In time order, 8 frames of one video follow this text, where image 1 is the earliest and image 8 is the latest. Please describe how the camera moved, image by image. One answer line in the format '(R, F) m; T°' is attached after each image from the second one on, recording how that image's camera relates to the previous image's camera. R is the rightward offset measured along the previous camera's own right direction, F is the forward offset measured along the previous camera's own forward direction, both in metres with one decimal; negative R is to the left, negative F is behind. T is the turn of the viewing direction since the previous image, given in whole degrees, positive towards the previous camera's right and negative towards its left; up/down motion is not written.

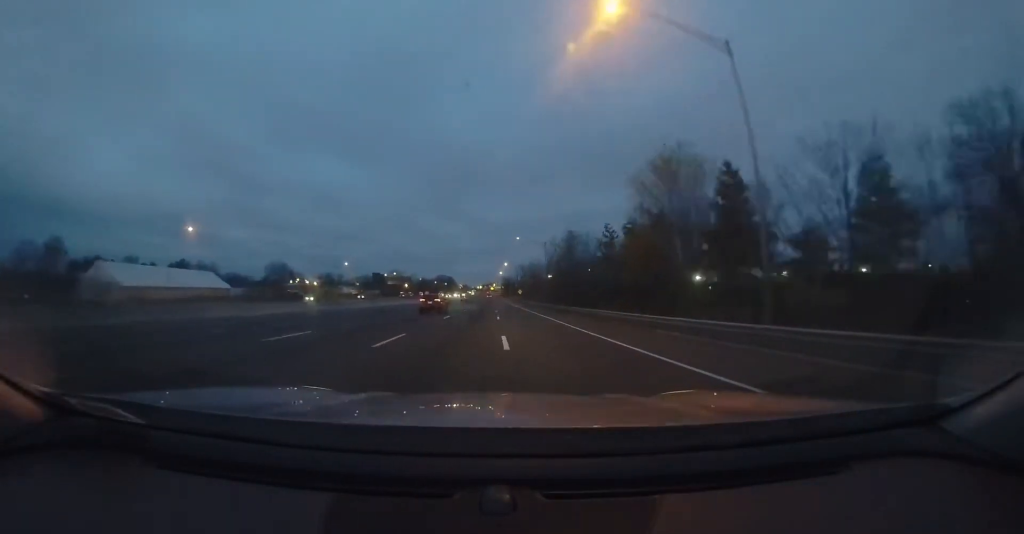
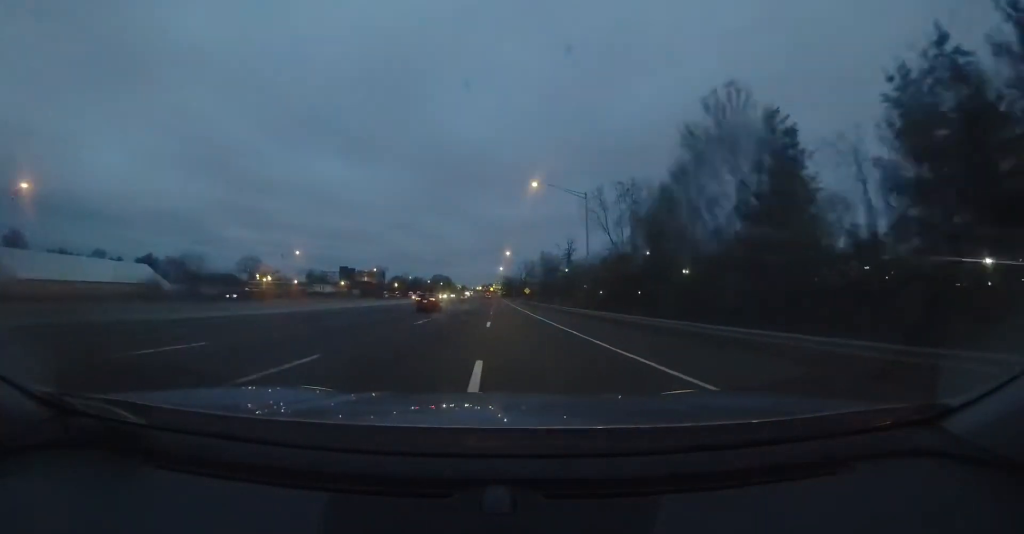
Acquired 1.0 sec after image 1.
(+0.1, +29.0) m; 0°
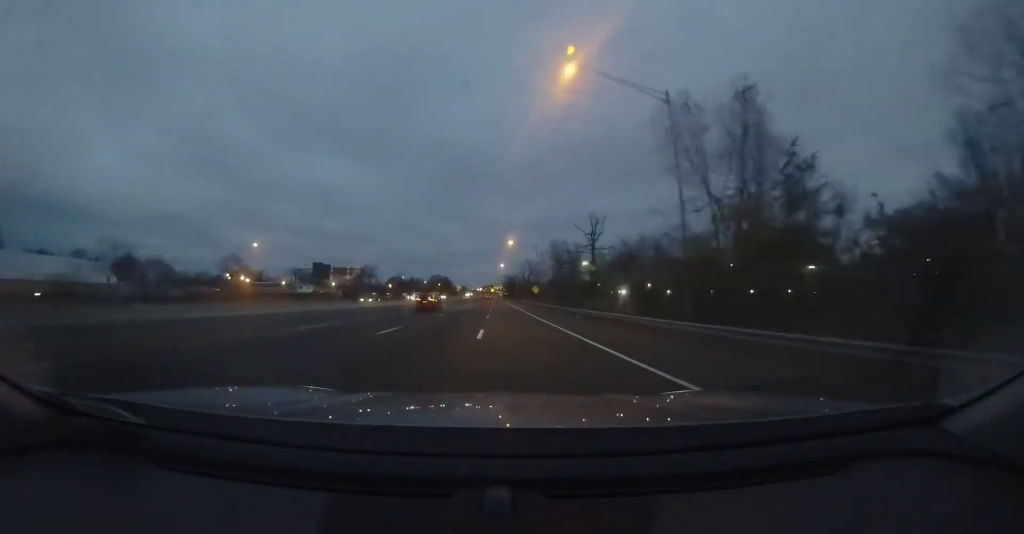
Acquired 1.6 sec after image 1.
(+0.3, +16.9) m; -1°
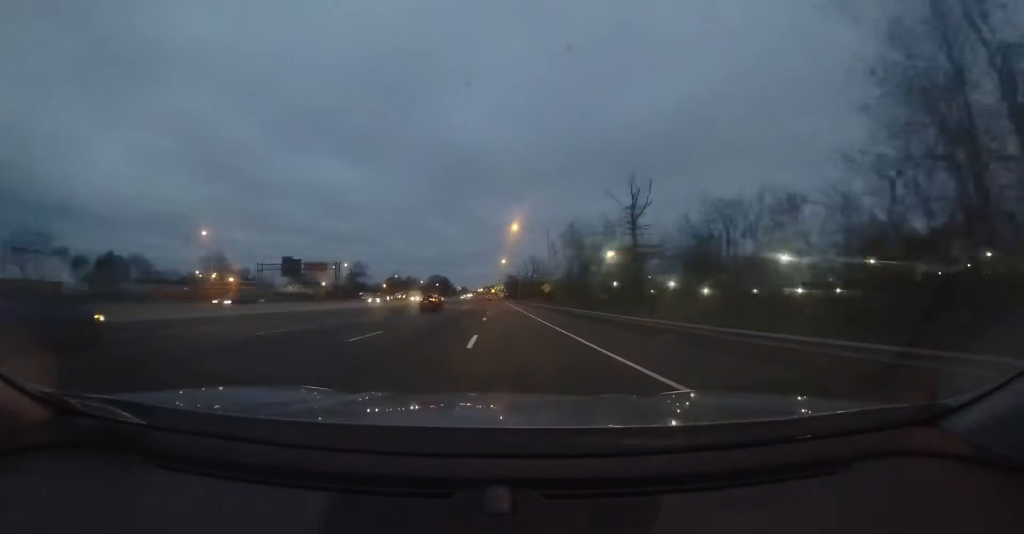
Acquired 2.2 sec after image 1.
(-0.3, +14.8) m; 0°
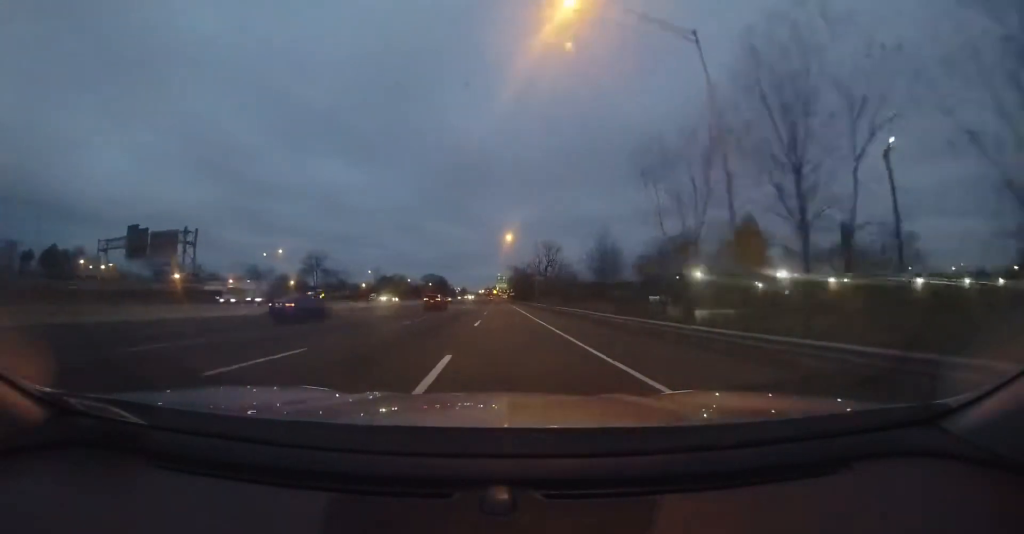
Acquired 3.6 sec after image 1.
(-0.2, +40.0) m; +1°
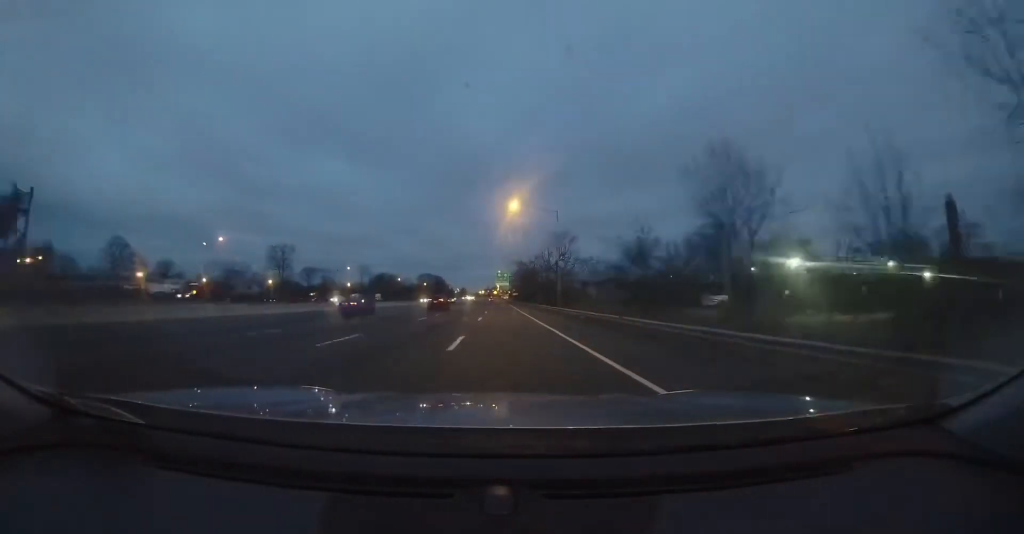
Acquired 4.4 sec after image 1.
(+0.1, +20.6) m; -1°
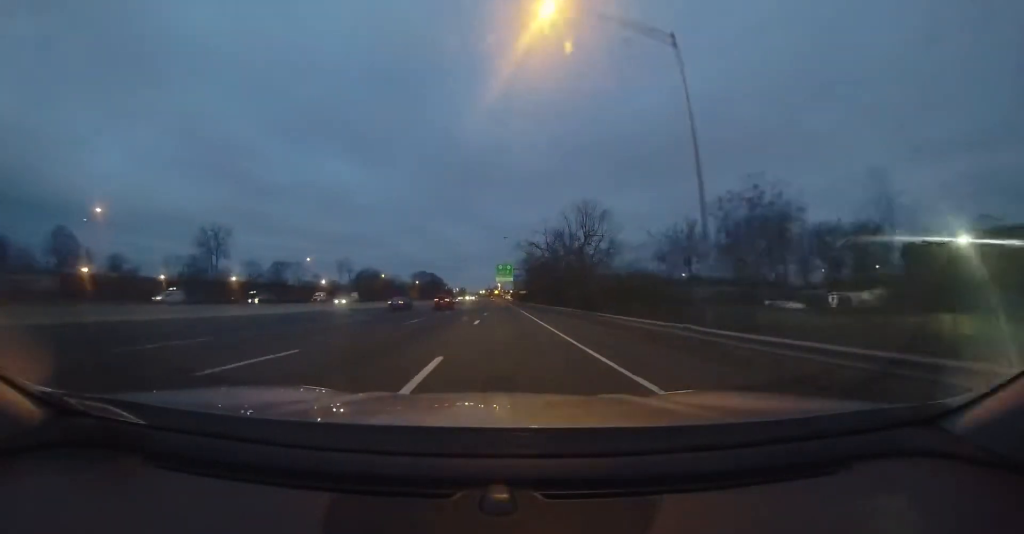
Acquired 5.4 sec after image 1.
(-0.4, +27.4) m; 0°
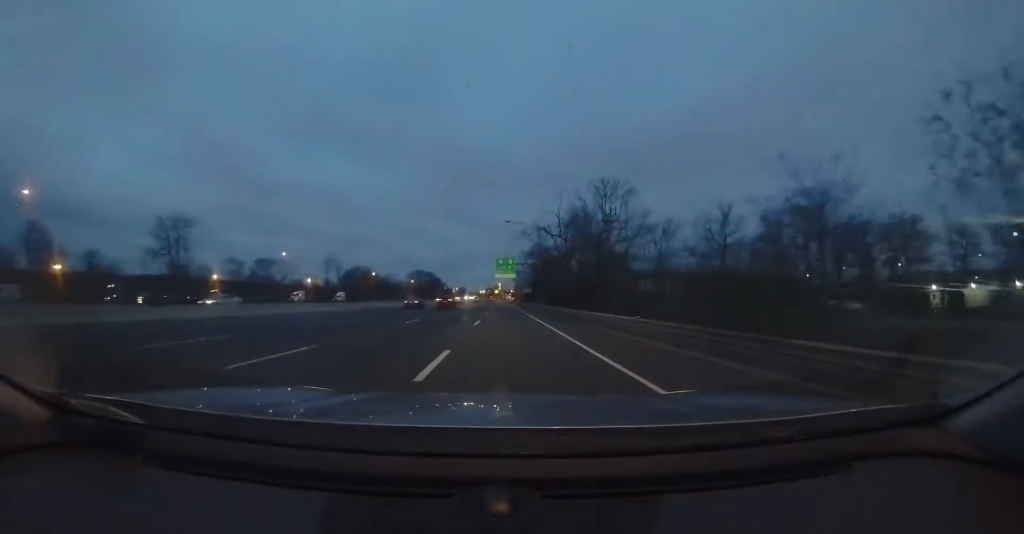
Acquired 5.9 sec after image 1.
(-0.2, +12.1) m; 0°
